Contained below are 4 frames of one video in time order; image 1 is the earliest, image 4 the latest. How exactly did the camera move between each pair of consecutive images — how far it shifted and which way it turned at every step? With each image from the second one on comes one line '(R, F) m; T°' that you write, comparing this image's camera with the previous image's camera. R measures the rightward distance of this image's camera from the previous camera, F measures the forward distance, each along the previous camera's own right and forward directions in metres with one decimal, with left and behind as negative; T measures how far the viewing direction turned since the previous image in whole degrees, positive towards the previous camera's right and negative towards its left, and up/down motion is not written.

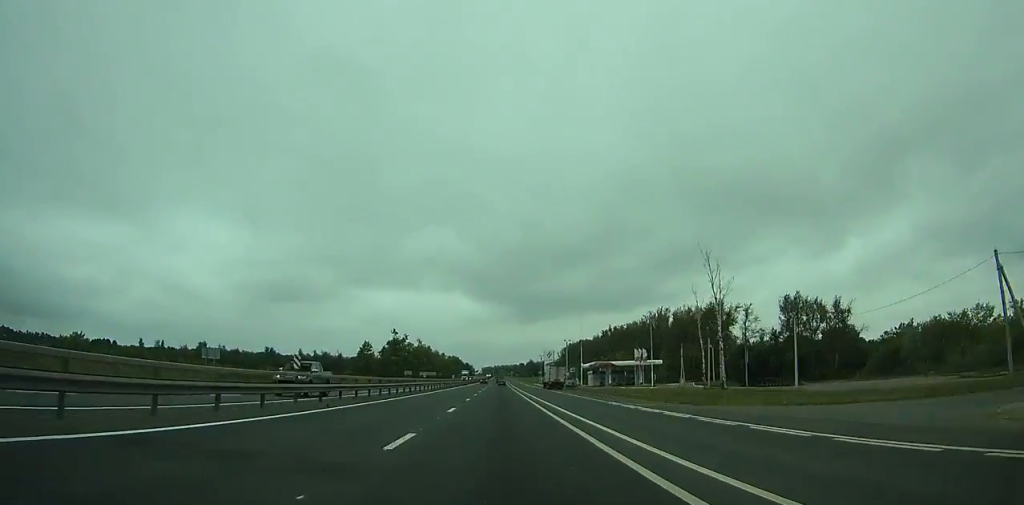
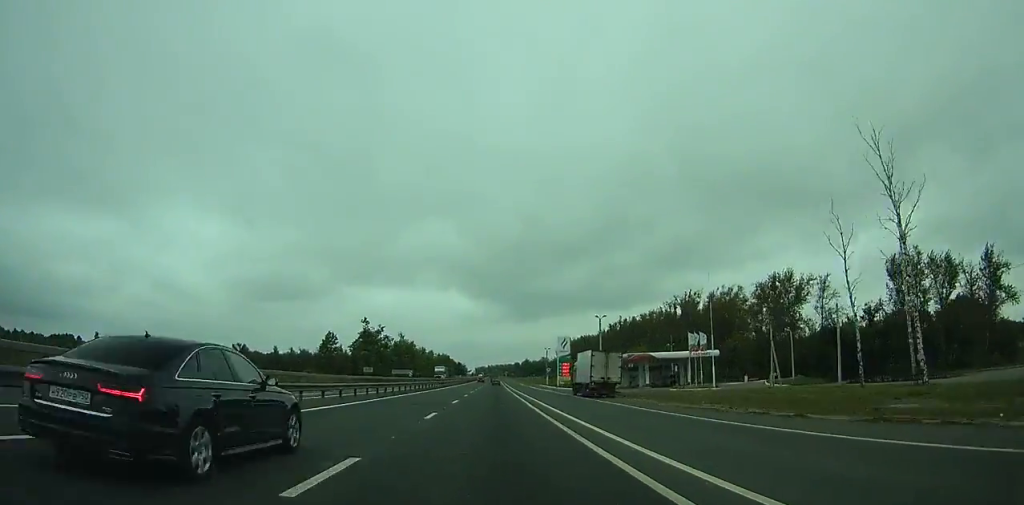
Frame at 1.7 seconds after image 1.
(0.0, +40.3) m; 0°
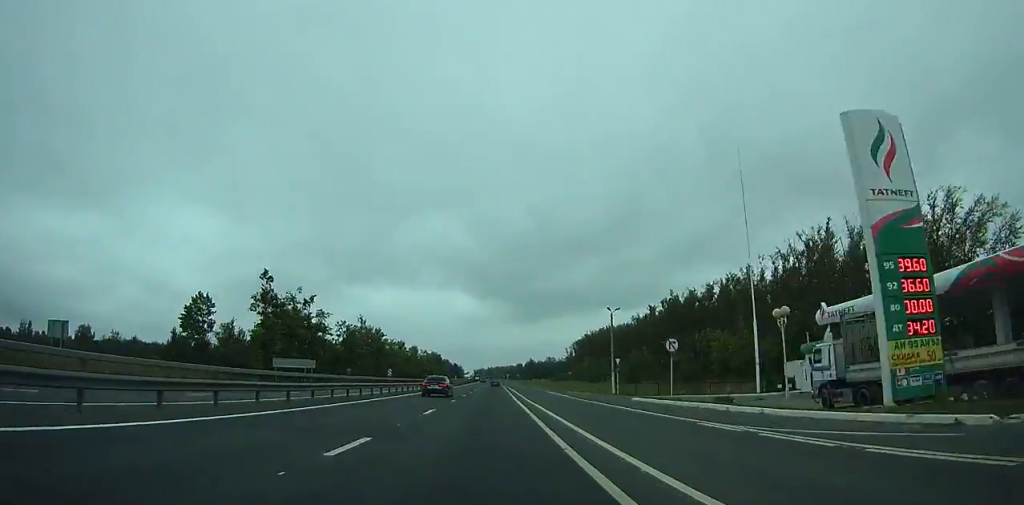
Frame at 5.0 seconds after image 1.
(+0.1, +75.1) m; 0°
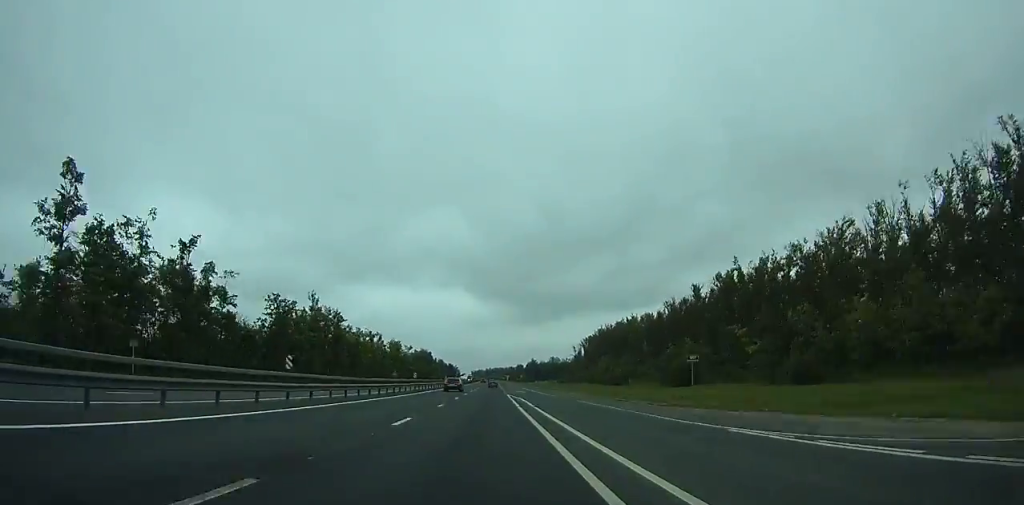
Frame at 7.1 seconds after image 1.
(-0.1, +47.0) m; 0°
